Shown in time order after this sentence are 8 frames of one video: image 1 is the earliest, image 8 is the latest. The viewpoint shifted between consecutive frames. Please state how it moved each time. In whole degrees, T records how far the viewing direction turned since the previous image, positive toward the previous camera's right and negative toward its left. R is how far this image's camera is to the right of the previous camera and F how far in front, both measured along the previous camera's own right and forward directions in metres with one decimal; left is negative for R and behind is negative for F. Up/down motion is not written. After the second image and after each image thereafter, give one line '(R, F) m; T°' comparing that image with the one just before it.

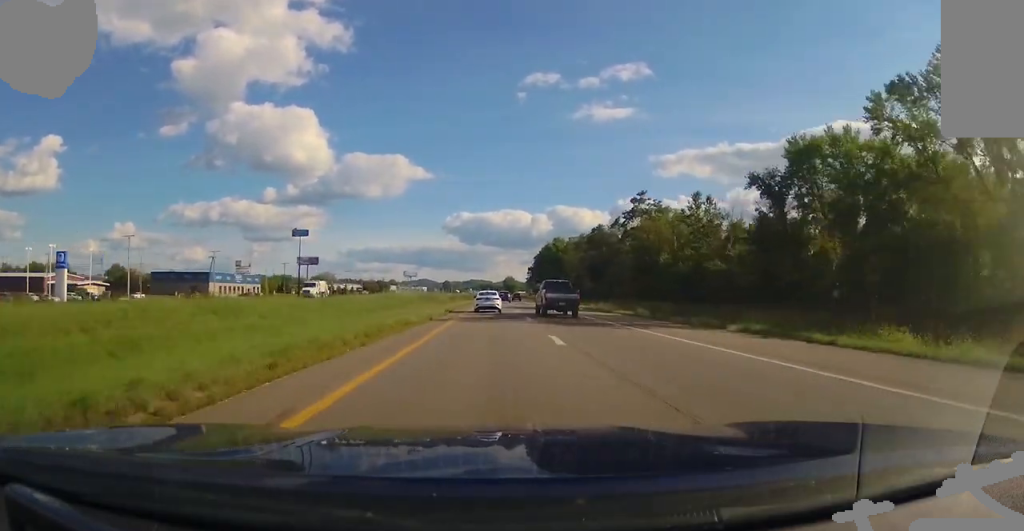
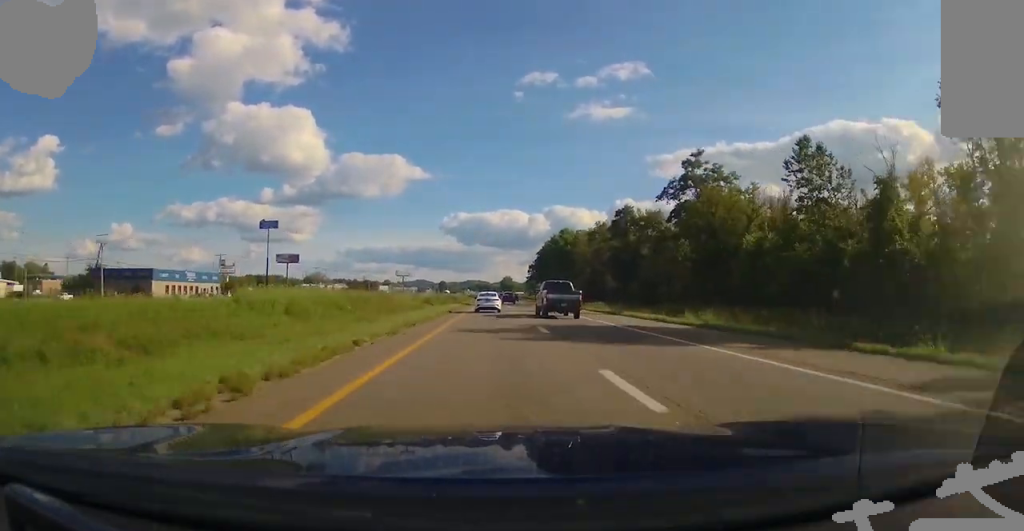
(+0.2, +32.4) m; +1°
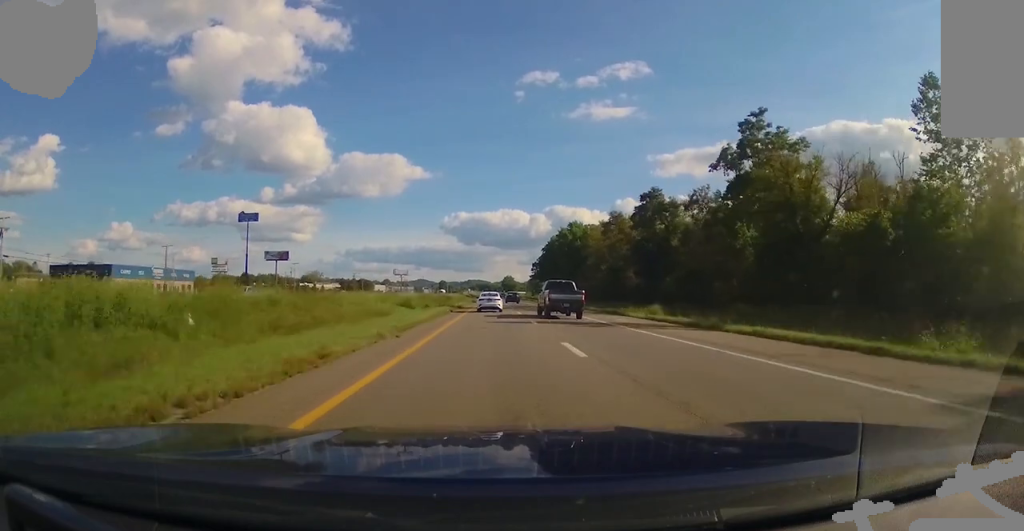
(+0.2, +19.4) m; 0°
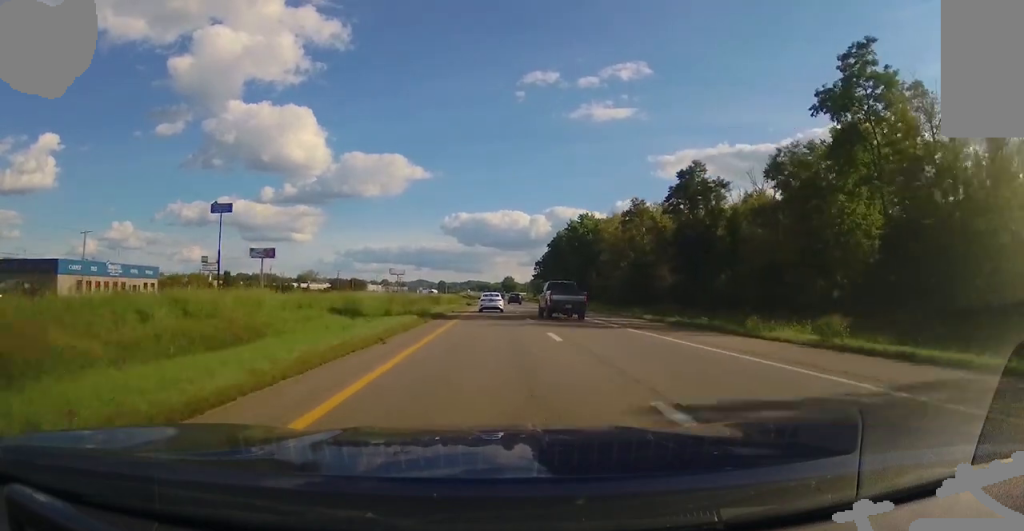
(-0.1, +20.4) m; 0°
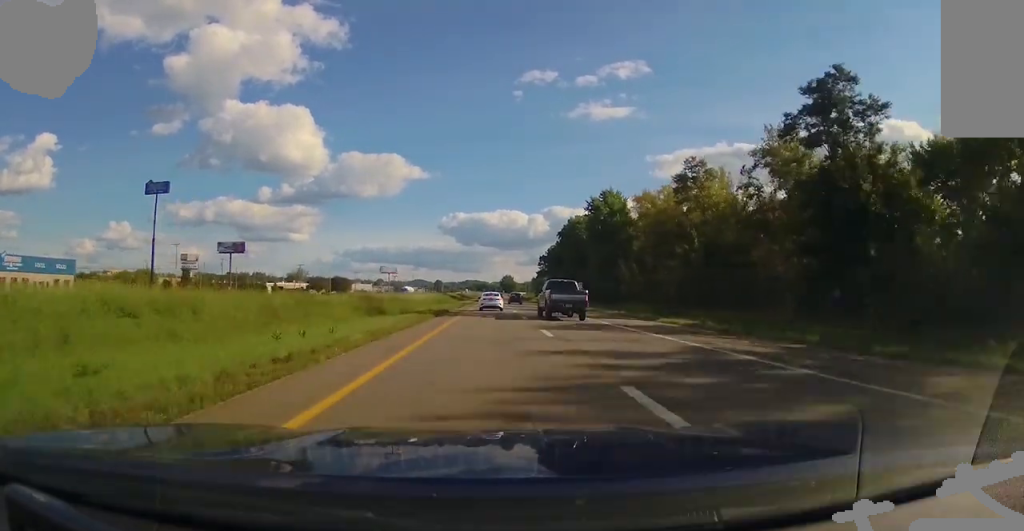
(-0.1, +35.5) m; 0°
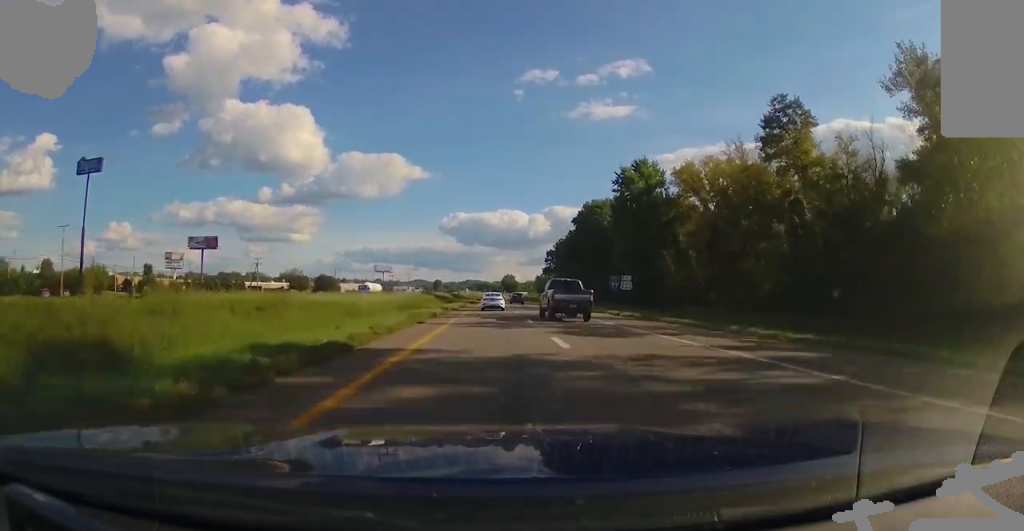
(0.0, +28.0) m; 0°
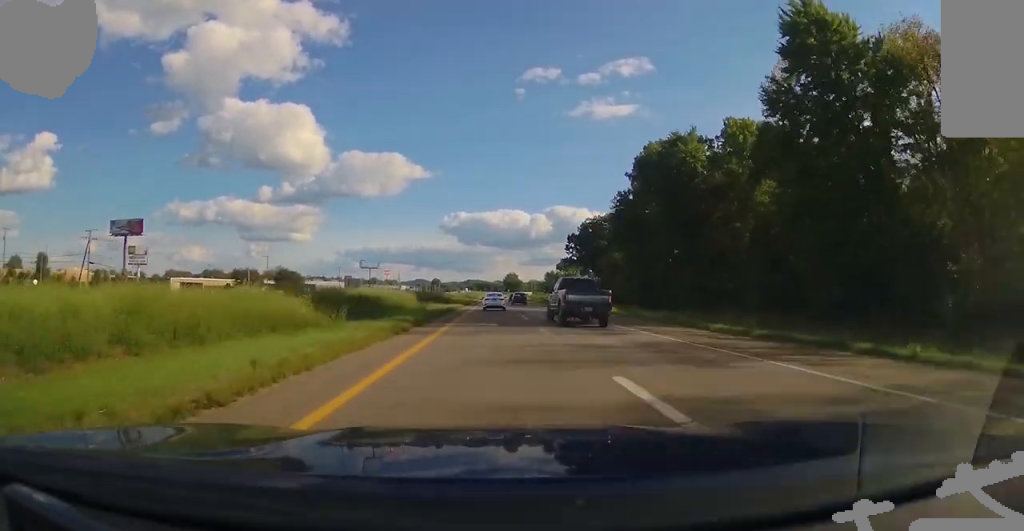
(-0.1, +56.4) m; 0°
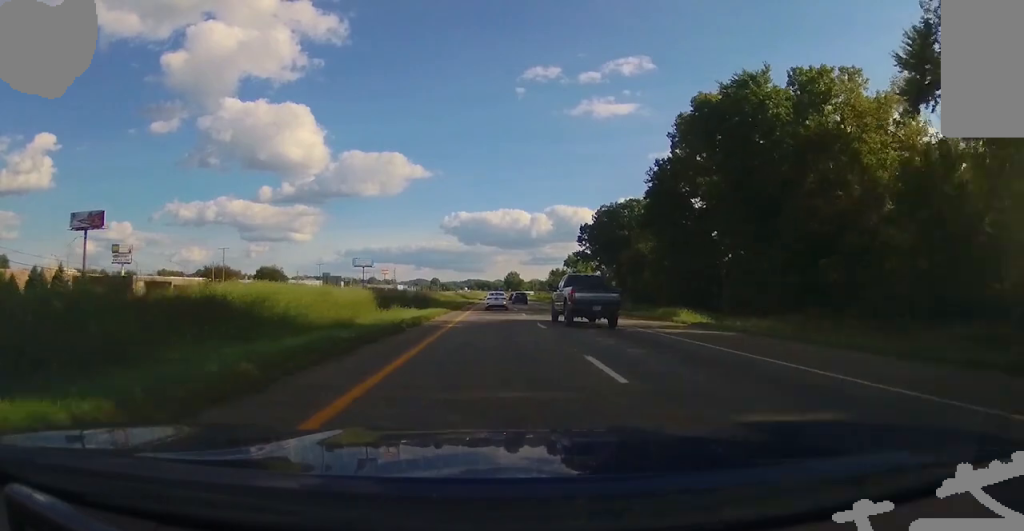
(-0.1, +22.0) m; 0°
